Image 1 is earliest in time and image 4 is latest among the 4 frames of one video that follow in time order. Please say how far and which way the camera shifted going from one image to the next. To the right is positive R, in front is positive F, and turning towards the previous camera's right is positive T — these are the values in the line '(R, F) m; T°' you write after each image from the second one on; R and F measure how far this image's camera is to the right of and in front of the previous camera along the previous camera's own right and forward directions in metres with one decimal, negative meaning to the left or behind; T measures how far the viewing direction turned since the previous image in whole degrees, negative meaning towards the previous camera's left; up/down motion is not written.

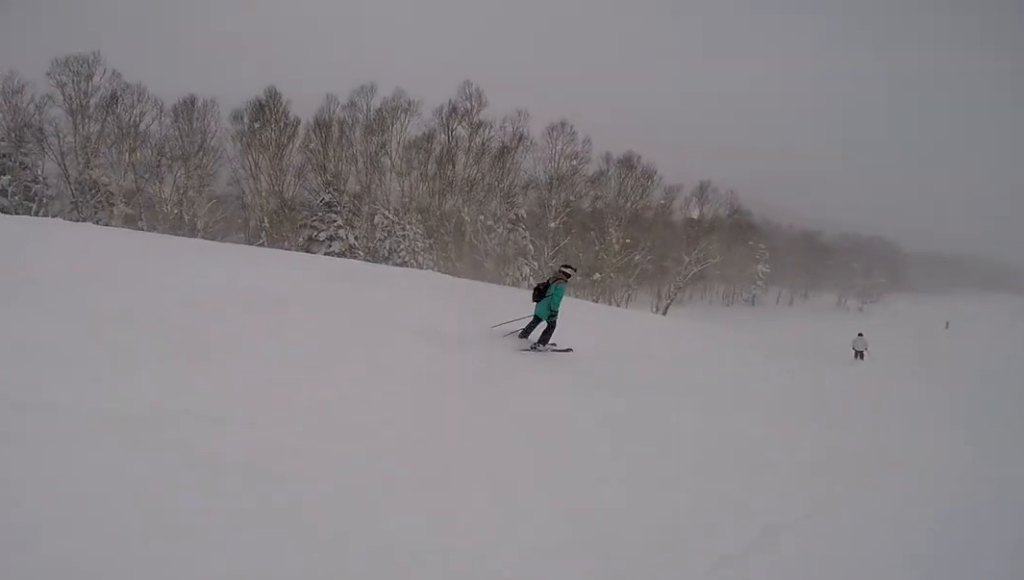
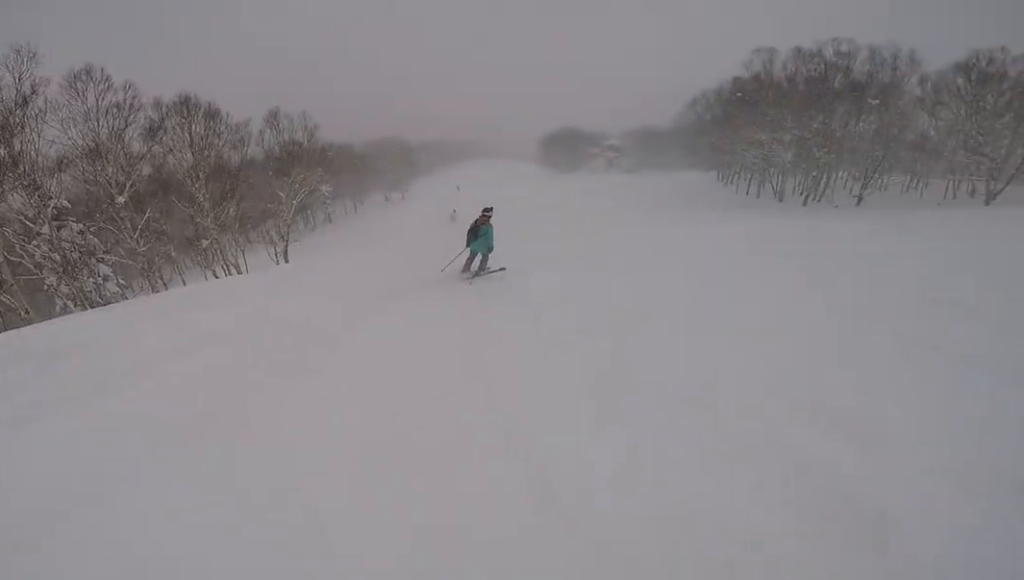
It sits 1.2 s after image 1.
(+0.1, +6.2) m; +17°
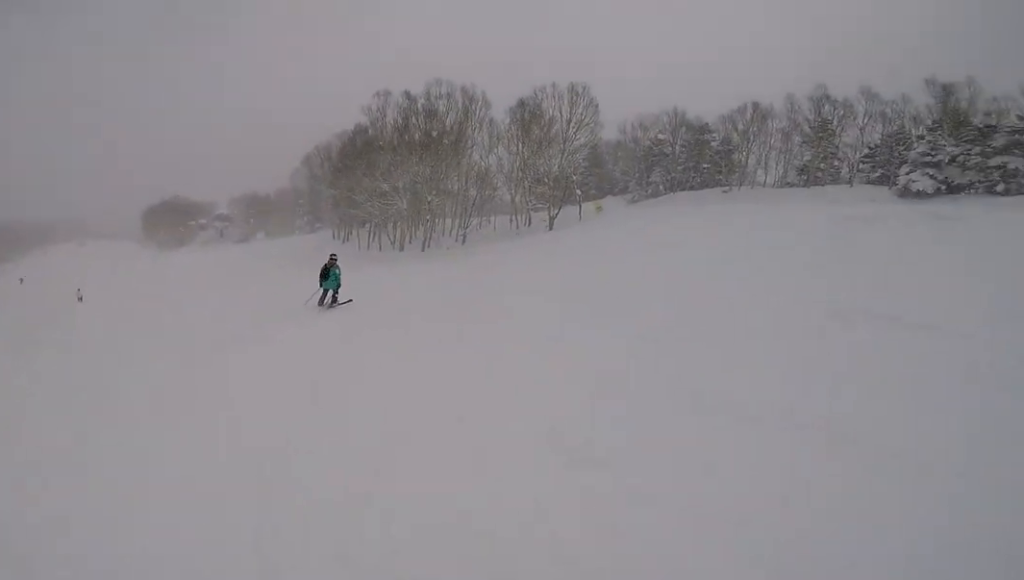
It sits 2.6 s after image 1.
(+2.4, +6.2) m; +61°
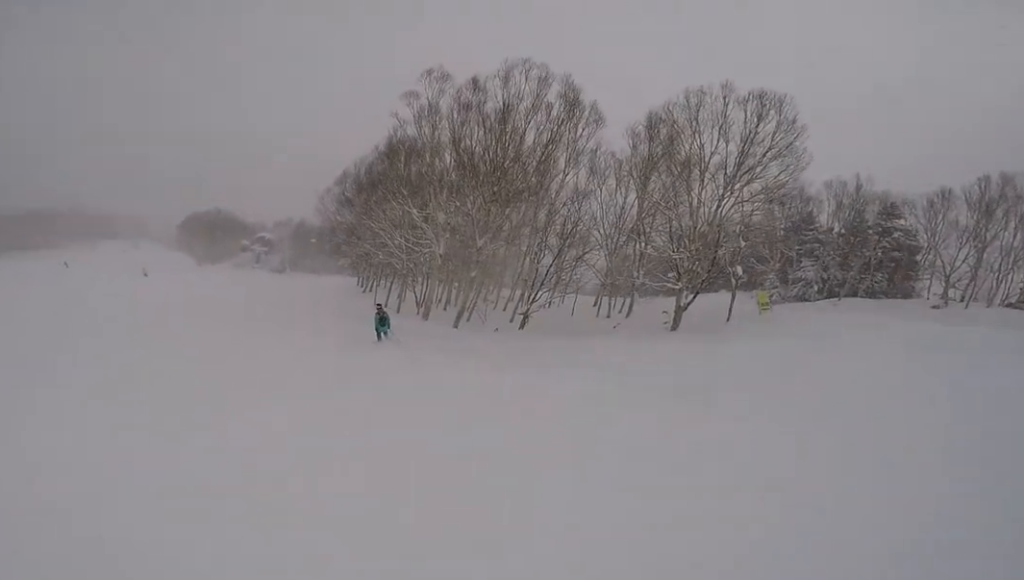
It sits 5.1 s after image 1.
(+4.8, +13.8) m; +7°
